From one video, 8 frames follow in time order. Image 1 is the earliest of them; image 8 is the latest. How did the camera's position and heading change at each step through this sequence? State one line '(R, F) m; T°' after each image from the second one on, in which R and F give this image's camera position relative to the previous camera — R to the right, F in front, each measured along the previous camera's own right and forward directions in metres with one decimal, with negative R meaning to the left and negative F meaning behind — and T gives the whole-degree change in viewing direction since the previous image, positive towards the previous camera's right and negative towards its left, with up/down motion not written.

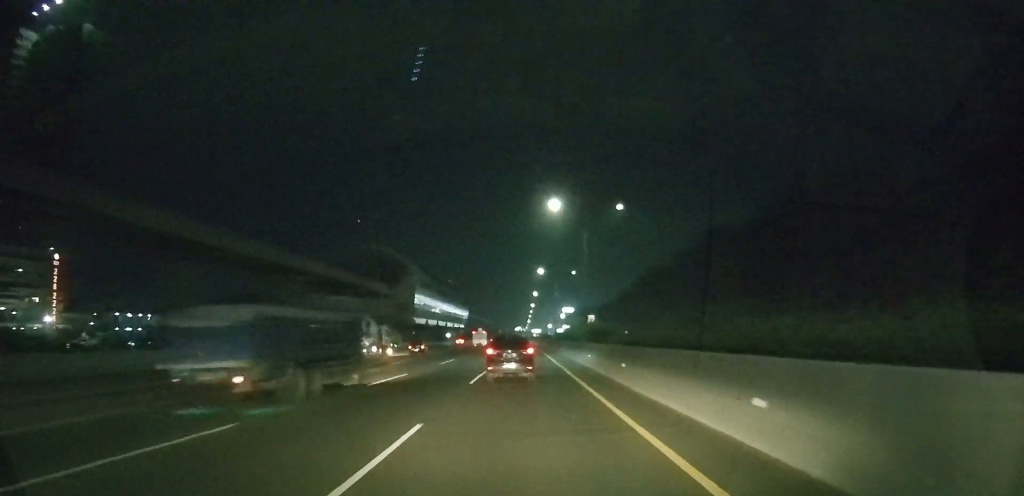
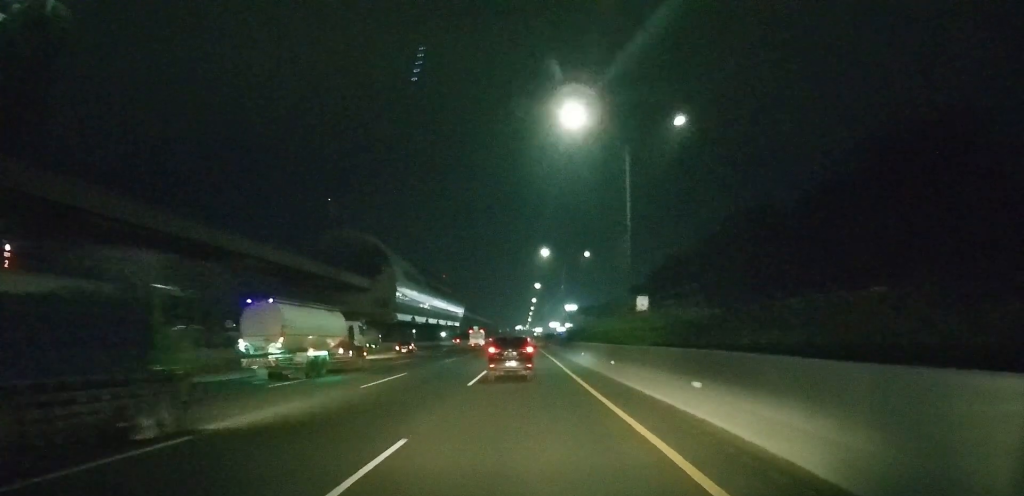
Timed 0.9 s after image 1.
(+0.1, +20.8) m; 0°
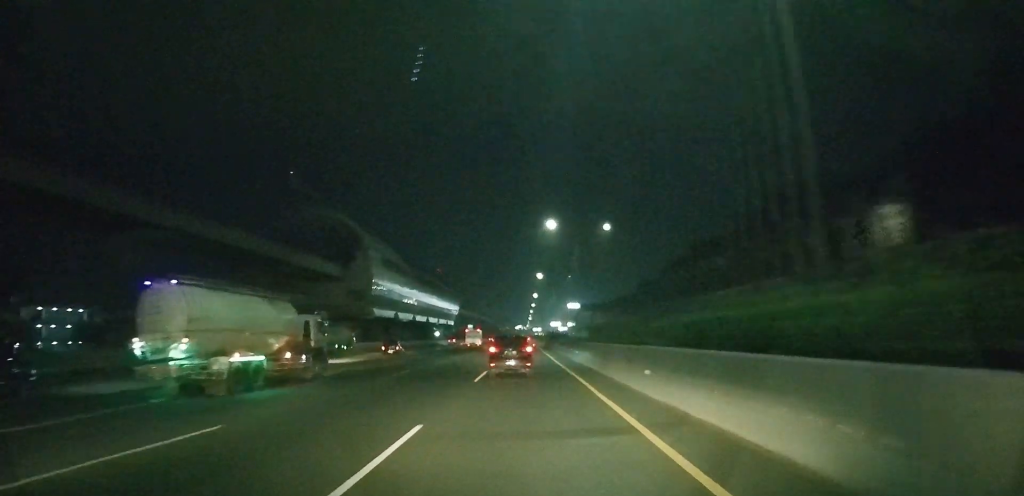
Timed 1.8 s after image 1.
(0.0, +20.7) m; 0°
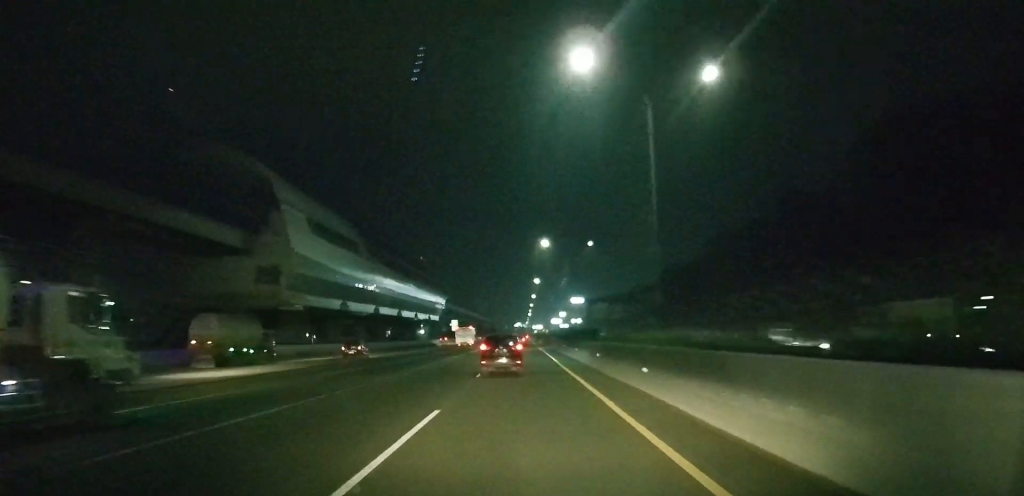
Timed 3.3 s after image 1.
(-0.2, +37.8) m; 0°
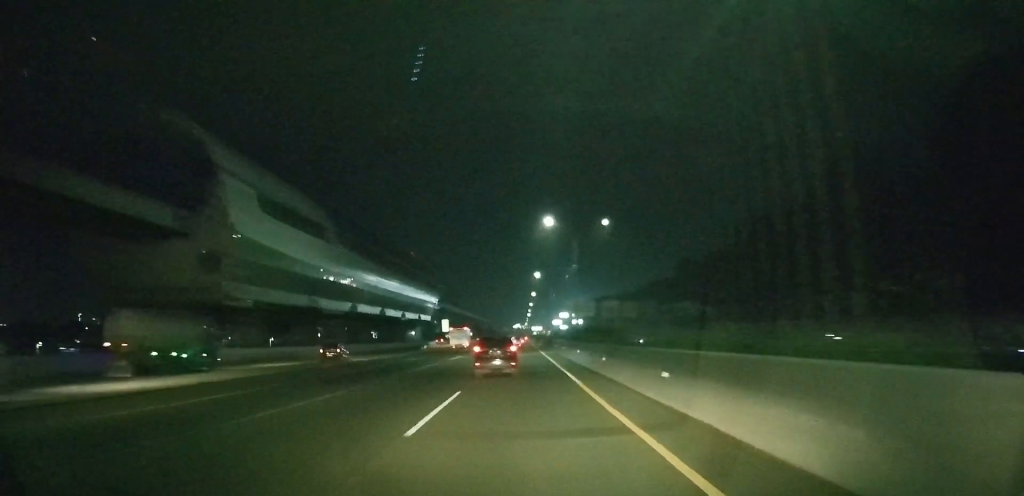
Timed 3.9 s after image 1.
(0.0, +16.4) m; 0°
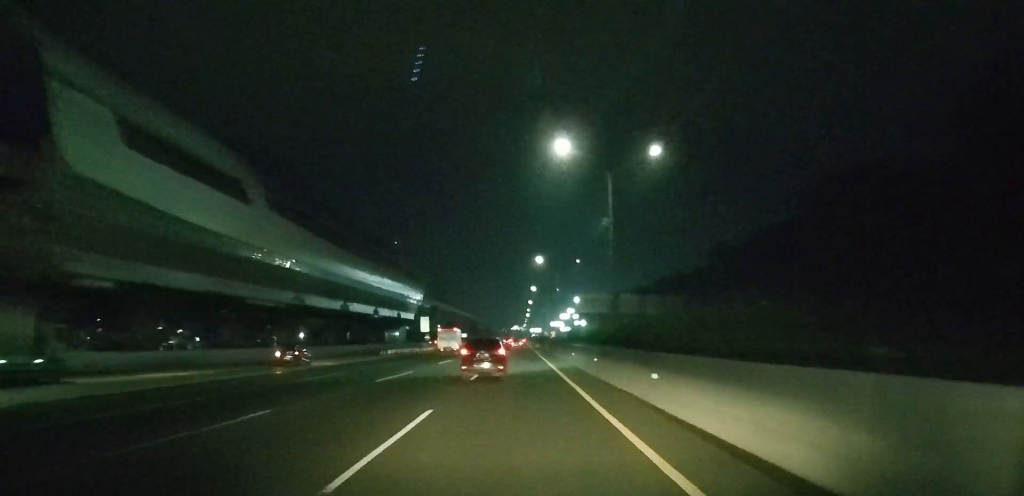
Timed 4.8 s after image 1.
(+0.1, +28.0) m; 0°
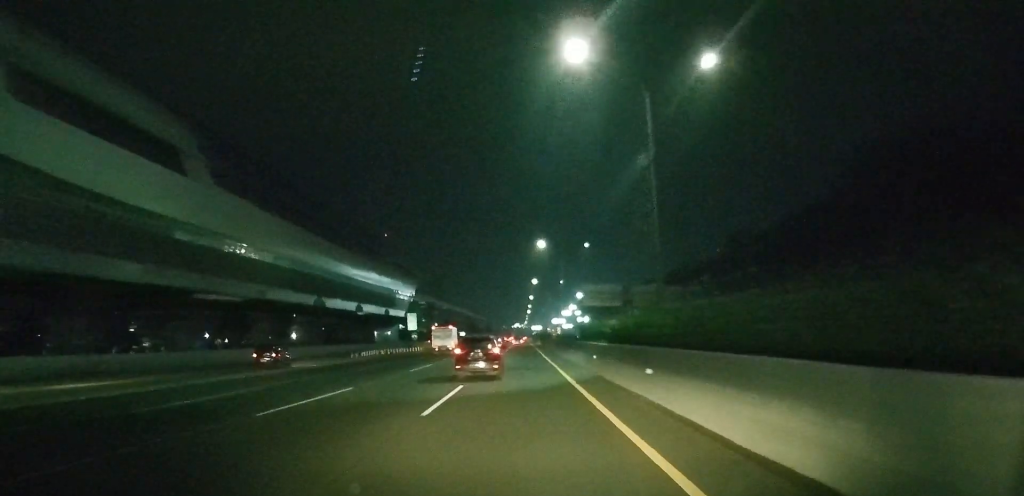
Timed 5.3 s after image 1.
(0.0, +14.2) m; 0°
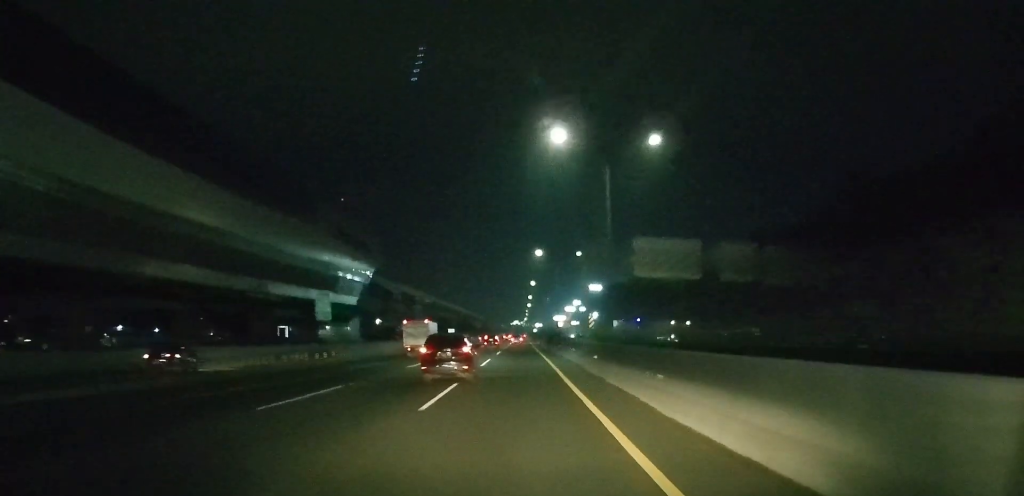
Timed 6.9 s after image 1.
(+0.1, +43.3) m; 0°
